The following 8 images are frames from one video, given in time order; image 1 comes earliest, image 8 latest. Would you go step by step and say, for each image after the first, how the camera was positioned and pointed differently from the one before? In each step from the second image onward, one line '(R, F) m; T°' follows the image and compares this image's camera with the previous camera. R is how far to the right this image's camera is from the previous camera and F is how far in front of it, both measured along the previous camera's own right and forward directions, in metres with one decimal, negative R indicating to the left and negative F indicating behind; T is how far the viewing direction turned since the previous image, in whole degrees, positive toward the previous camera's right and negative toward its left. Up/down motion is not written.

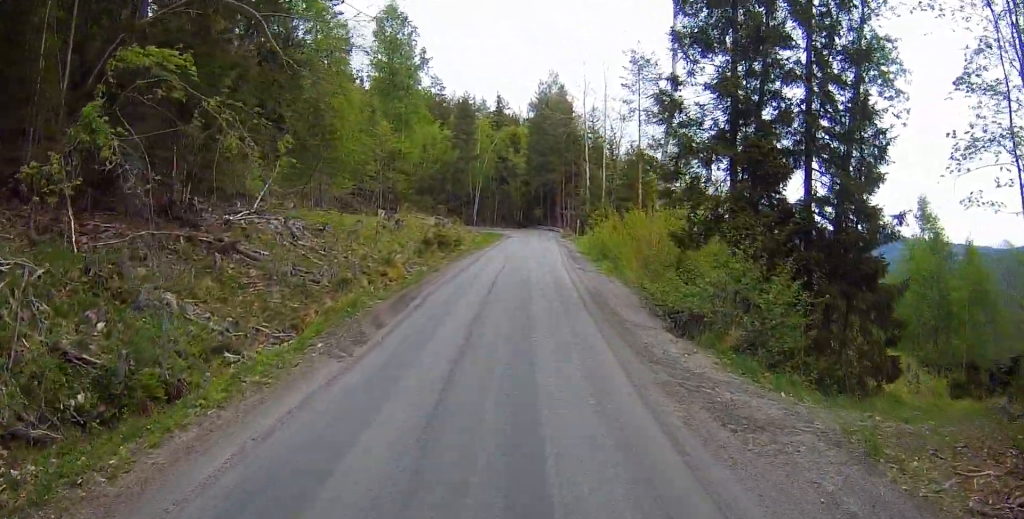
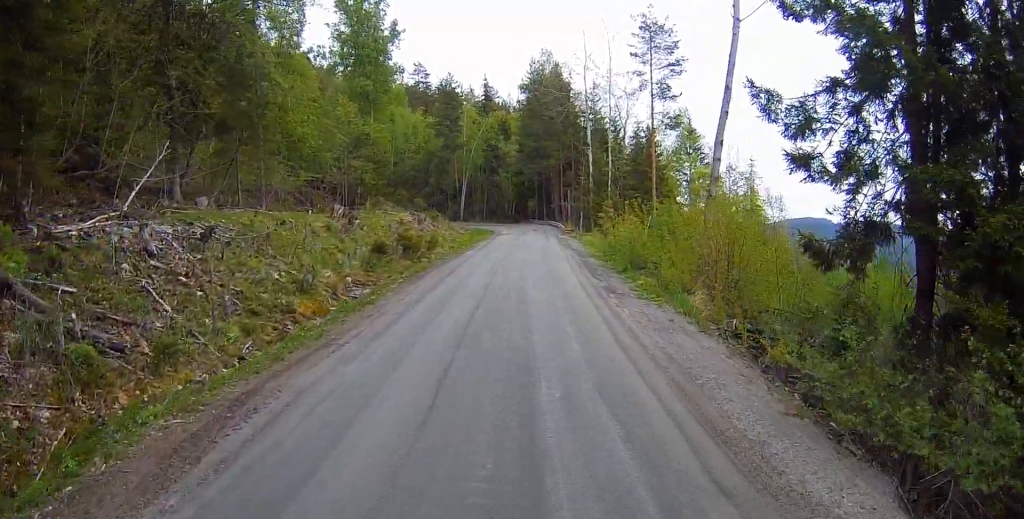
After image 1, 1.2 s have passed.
(+0.5, +7.9) m; +6°
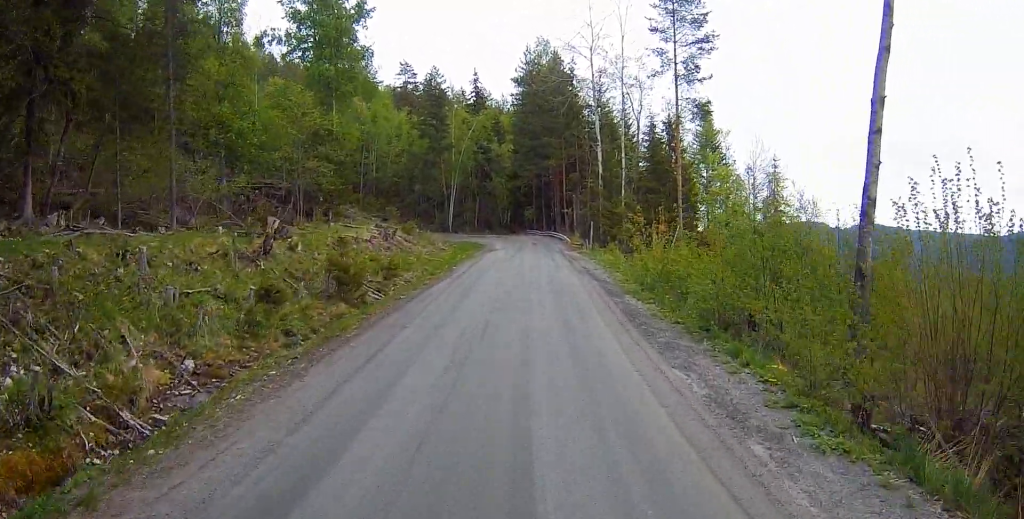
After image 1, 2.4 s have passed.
(+0.4, +8.7) m; +2°
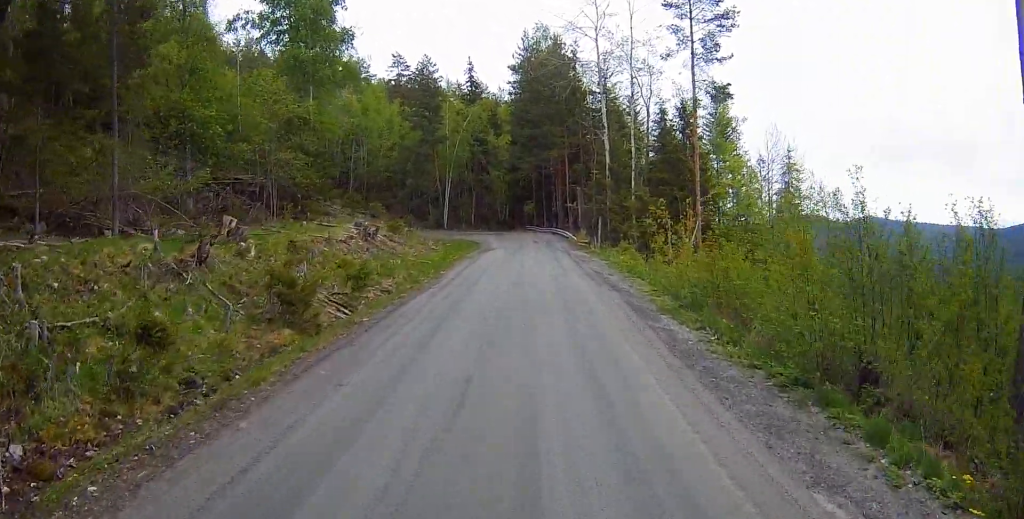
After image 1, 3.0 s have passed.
(-0.1, +4.2) m; -1°
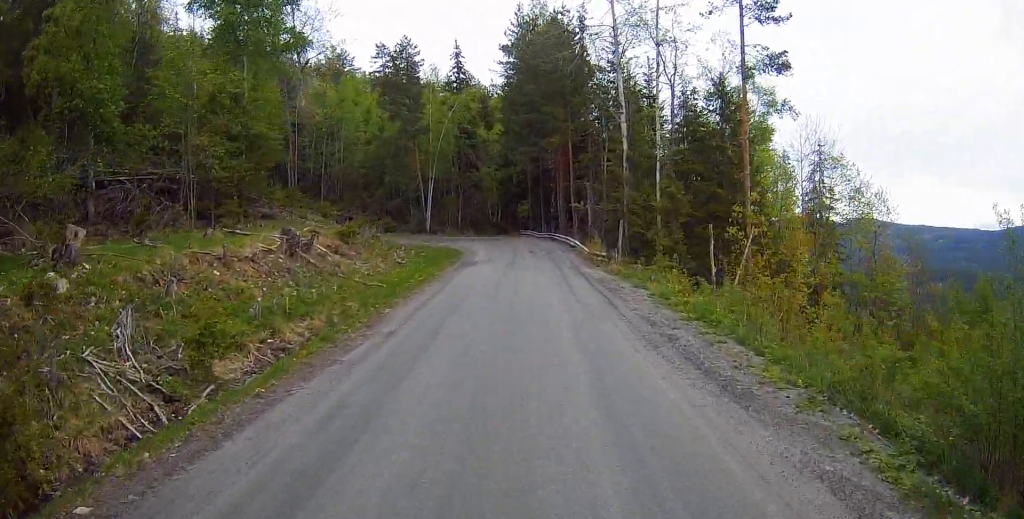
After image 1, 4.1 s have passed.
(-0.2, +9.0) m; -1°
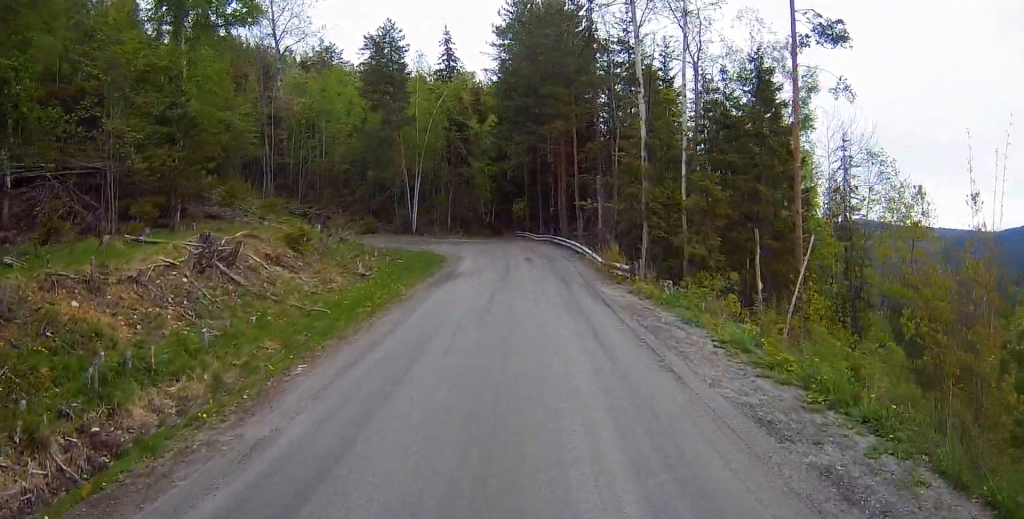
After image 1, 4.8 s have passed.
(0.0, +5.9) m; +1°
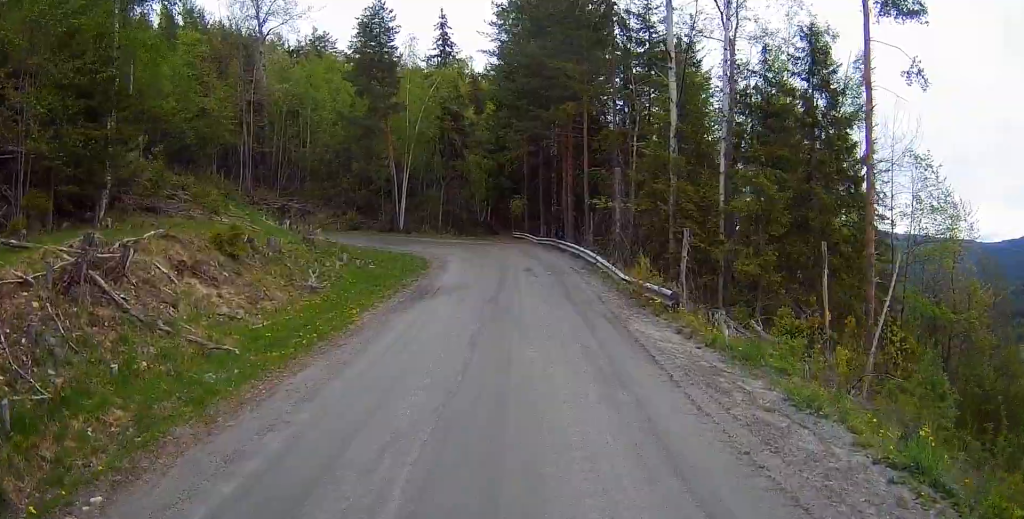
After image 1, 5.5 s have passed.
(0.0, +5.3) m; +1°
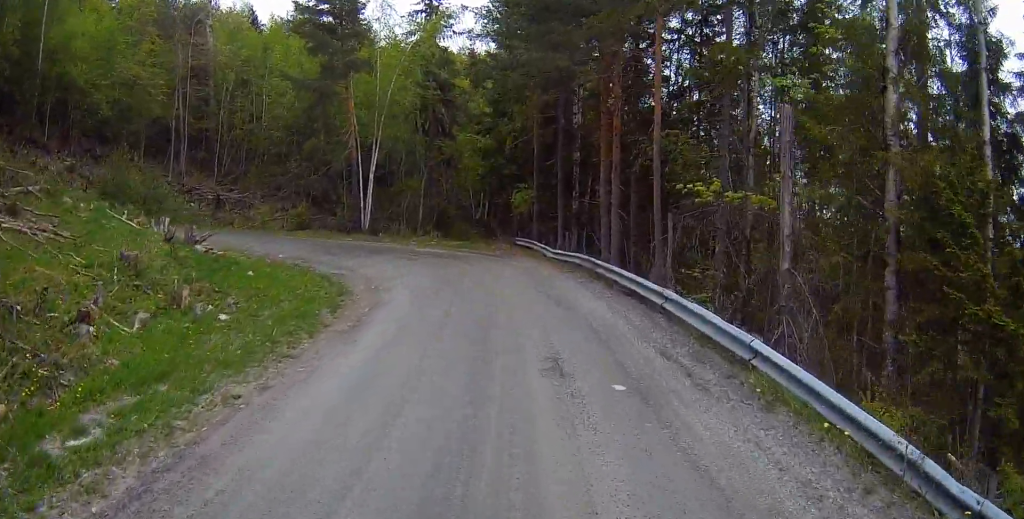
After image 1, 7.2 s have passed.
(-0.3, +13.7) m; -2°
